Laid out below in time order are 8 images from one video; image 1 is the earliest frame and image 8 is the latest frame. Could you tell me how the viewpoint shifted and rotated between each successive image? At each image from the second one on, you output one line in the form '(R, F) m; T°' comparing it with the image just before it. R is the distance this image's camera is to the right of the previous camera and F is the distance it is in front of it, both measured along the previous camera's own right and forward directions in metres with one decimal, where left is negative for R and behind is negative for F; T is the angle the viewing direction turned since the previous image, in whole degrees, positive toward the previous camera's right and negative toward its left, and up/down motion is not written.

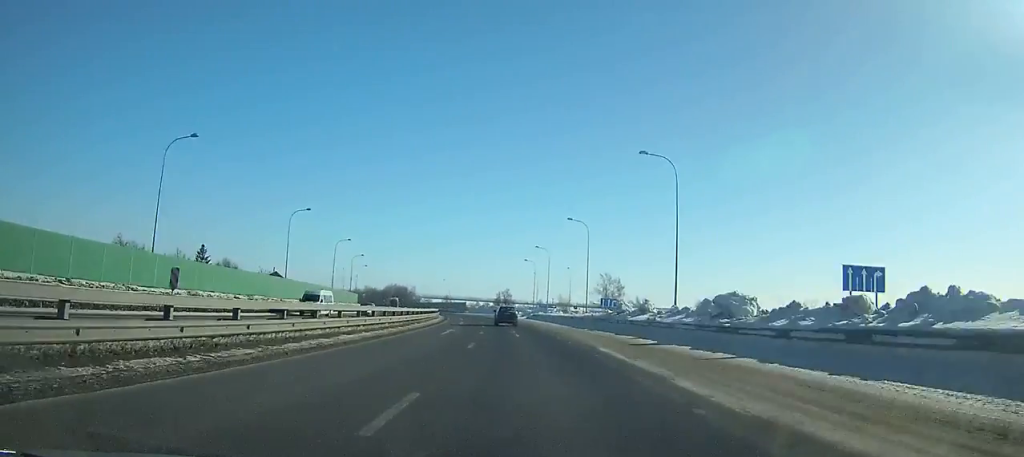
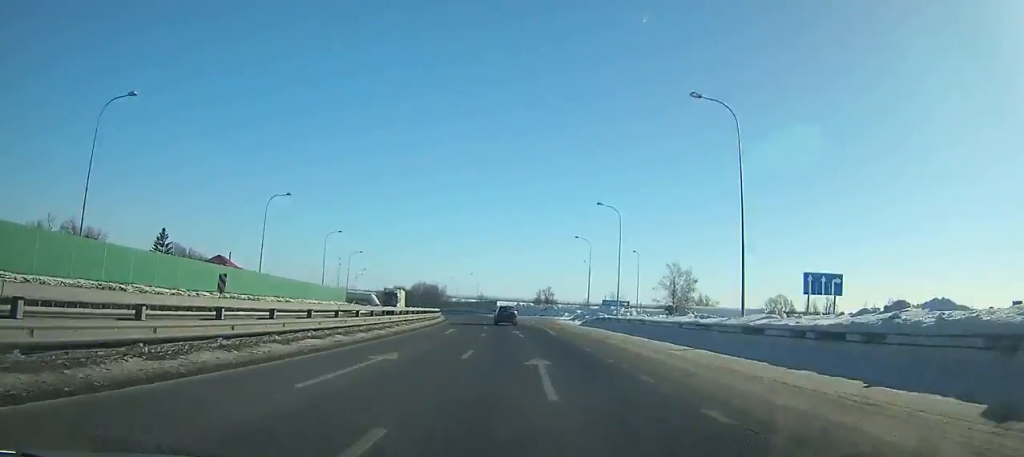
(-1.1, +40.9) m; -4°
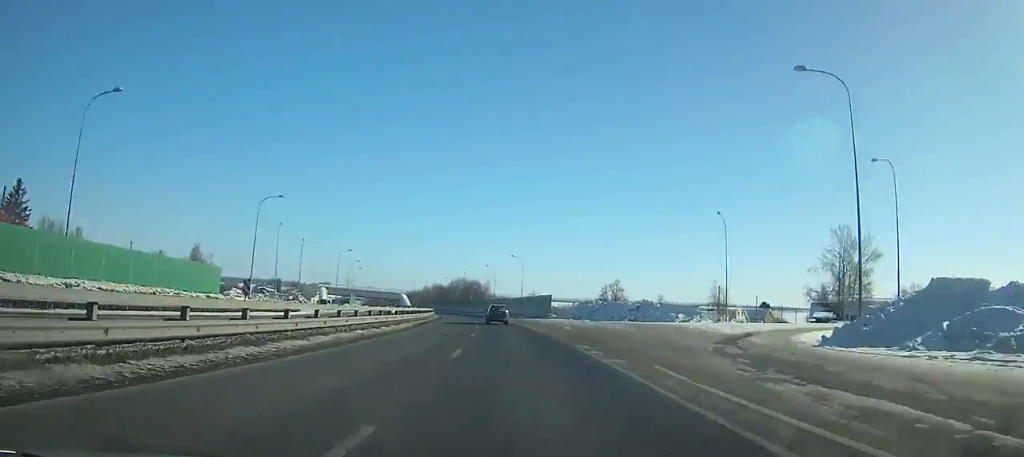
(-2.5, +61.9) m; -6°
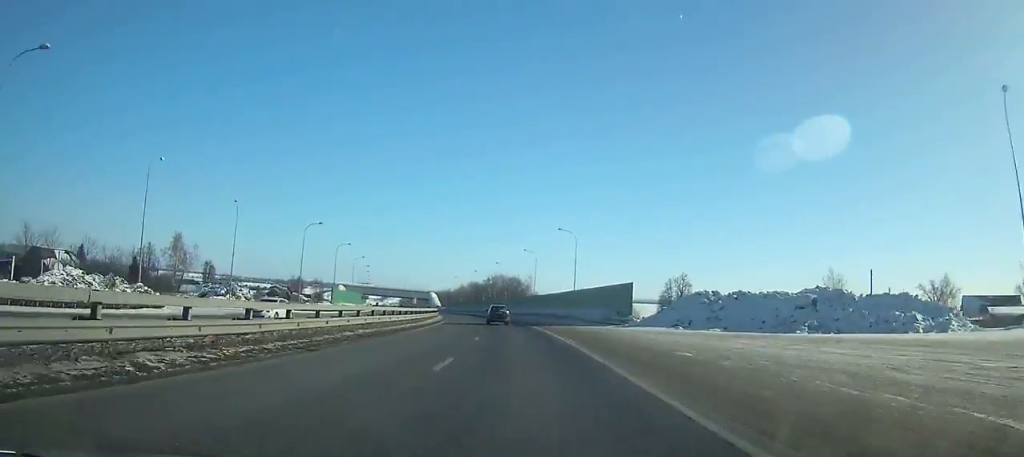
(-2.3, +38.9) m; -4°
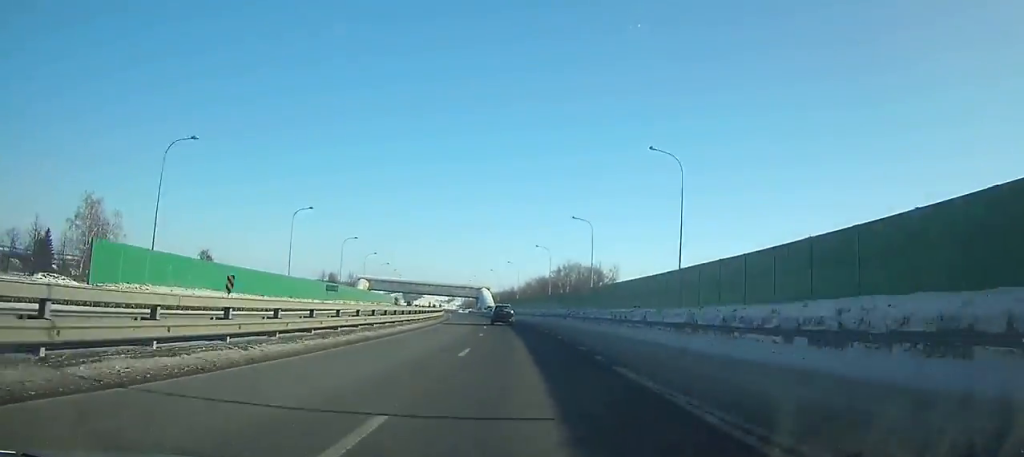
(-3.6, +67.5) m; -6°
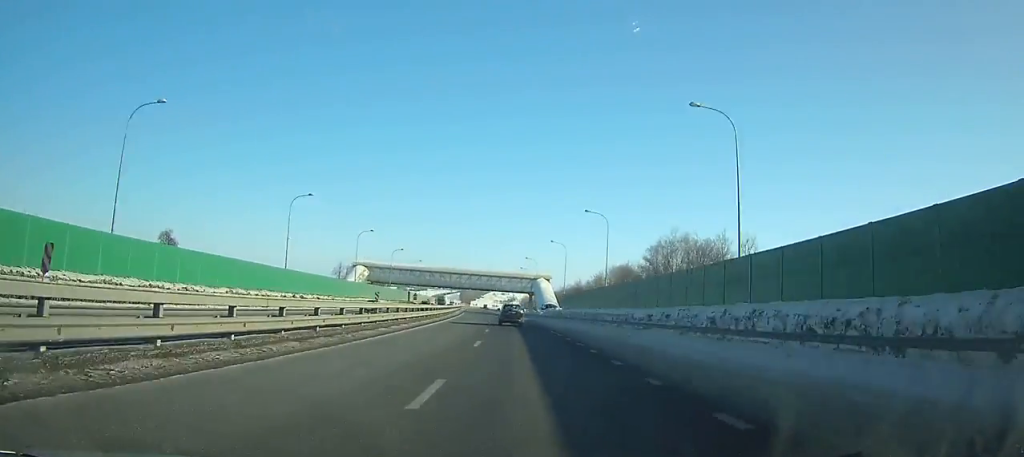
(-3.7, +67.5) m; -6°
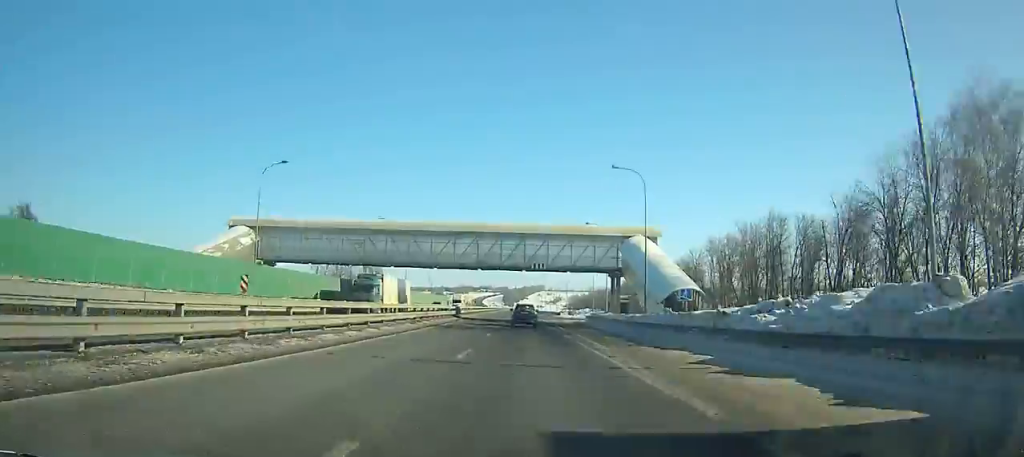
(-4.5, +77.6) m; -5°
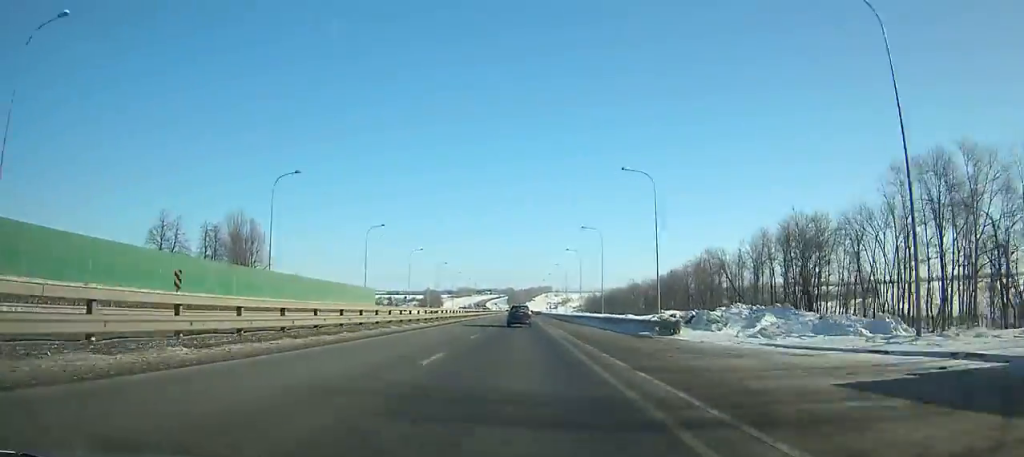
(-2.3, +87.8) m; -2°
